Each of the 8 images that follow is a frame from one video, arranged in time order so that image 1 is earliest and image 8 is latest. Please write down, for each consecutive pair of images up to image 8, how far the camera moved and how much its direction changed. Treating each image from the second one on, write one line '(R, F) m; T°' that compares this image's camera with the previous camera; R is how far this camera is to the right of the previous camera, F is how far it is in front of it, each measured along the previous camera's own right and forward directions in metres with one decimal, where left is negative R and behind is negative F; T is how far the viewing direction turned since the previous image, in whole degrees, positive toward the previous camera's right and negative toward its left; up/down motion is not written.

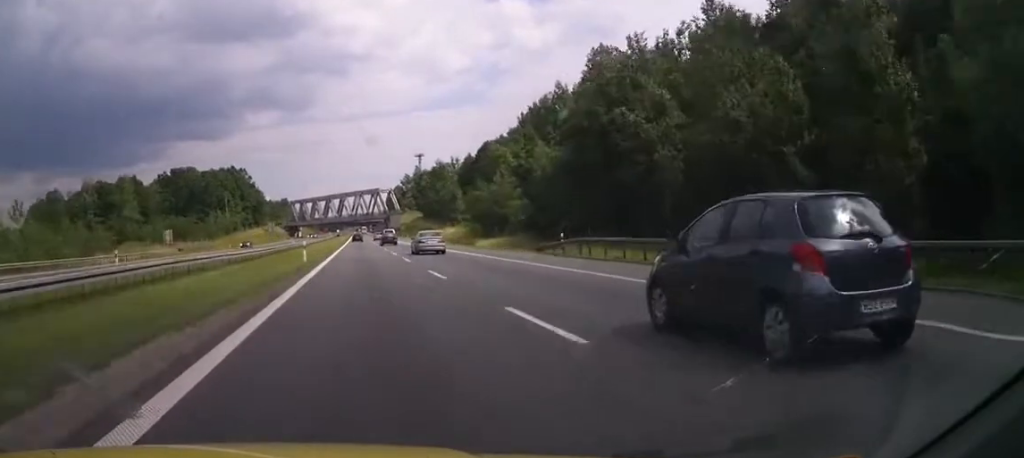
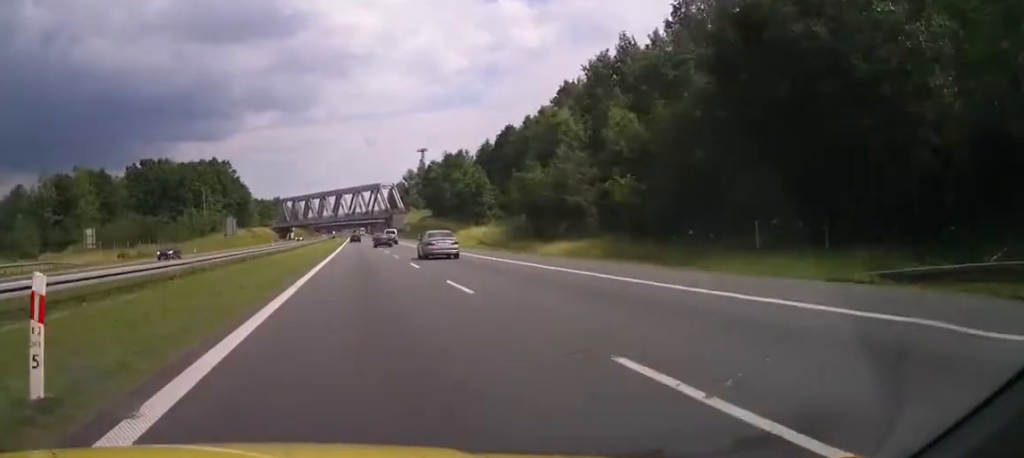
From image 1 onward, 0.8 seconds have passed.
(+0.1, +28.7) m; 0°
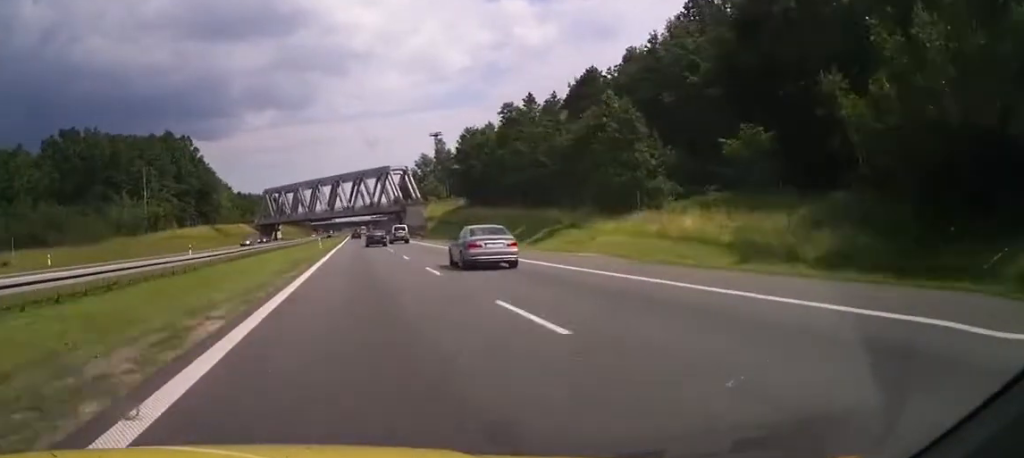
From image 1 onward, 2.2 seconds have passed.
(-0.7, +54.7) m; -2°
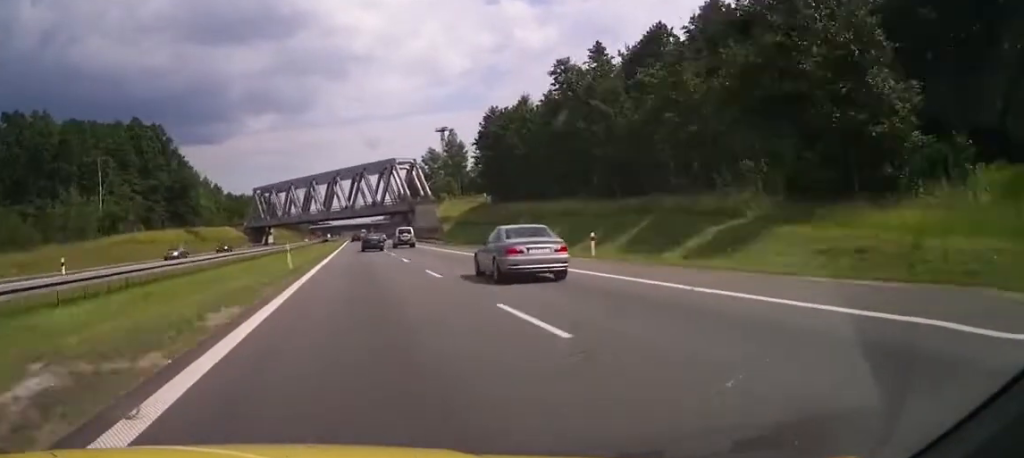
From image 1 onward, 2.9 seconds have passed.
(-0.3, +24.7) m; -1°
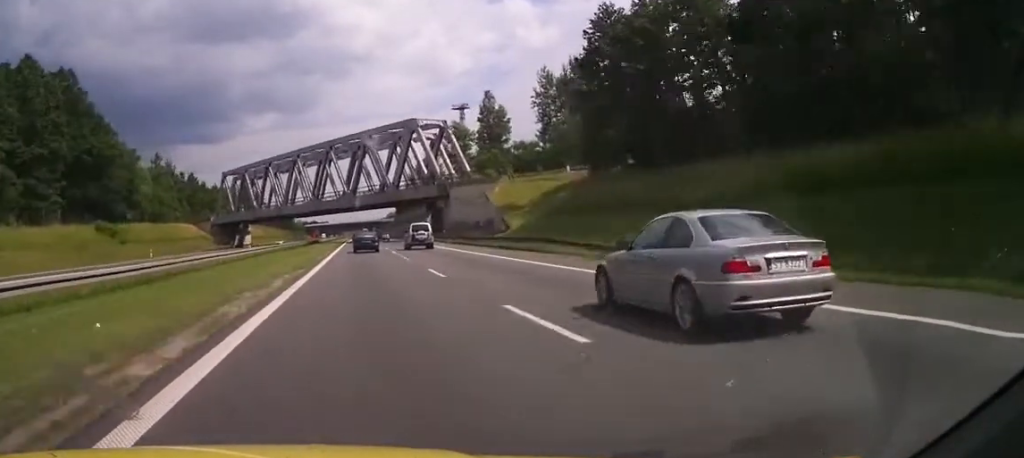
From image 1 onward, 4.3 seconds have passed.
(-0.3, +50.5) m; +2°
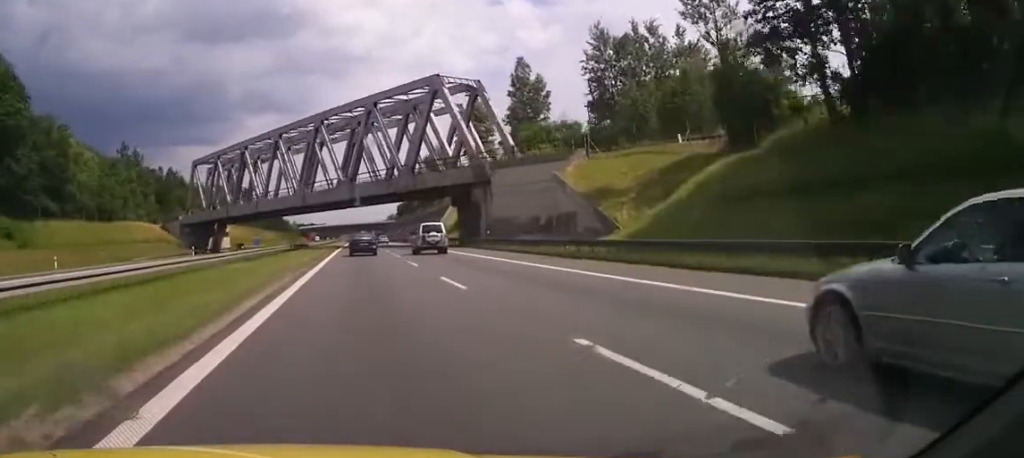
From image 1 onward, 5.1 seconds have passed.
(+1.0, +29.1) m; +2°
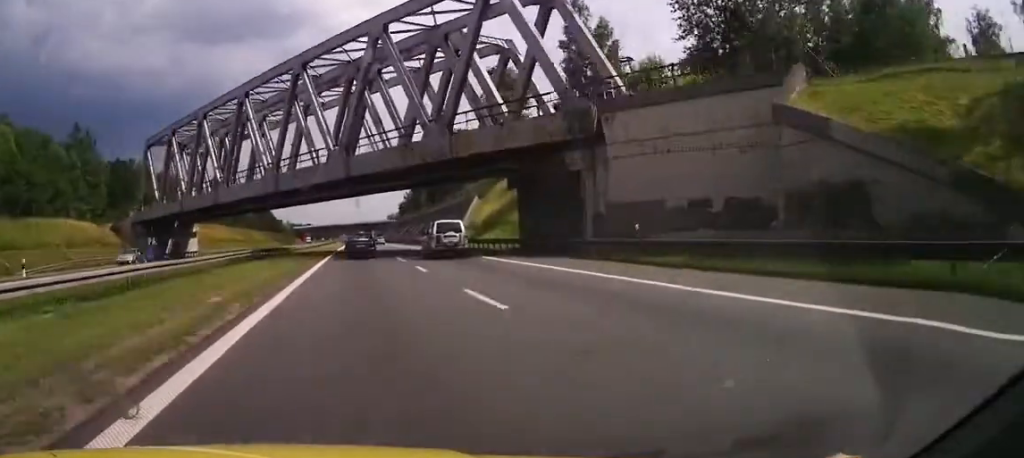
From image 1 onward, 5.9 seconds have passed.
(+0.5, +29.5) m; +1°
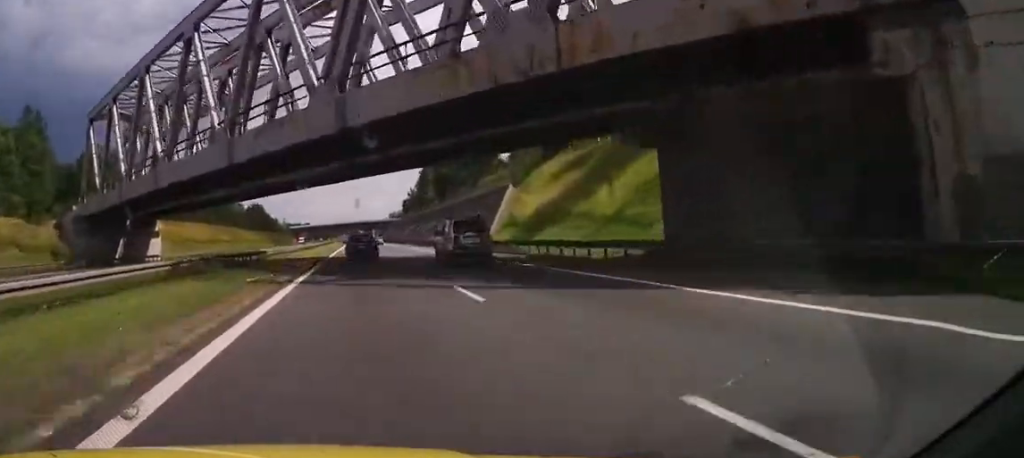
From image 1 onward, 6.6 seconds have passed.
(0.0, +23.1) m; 0°
